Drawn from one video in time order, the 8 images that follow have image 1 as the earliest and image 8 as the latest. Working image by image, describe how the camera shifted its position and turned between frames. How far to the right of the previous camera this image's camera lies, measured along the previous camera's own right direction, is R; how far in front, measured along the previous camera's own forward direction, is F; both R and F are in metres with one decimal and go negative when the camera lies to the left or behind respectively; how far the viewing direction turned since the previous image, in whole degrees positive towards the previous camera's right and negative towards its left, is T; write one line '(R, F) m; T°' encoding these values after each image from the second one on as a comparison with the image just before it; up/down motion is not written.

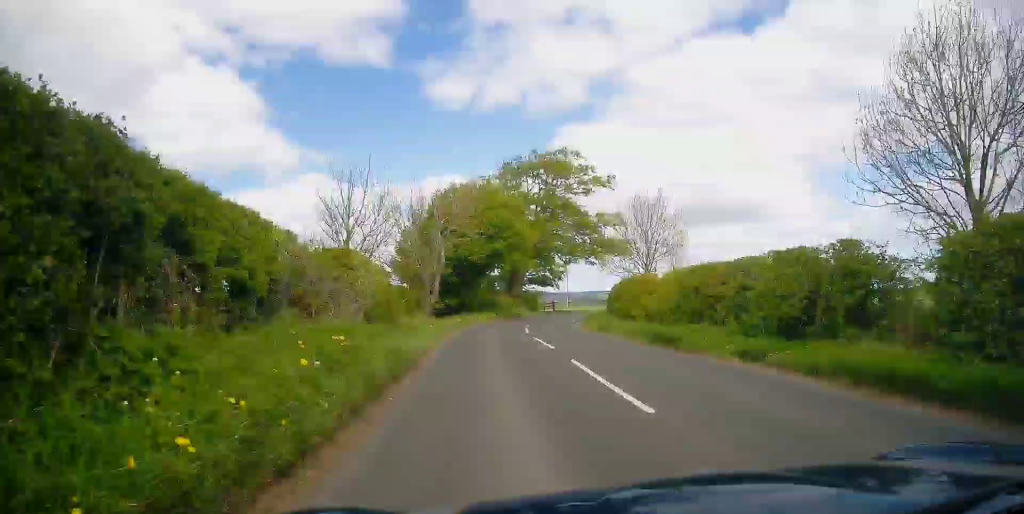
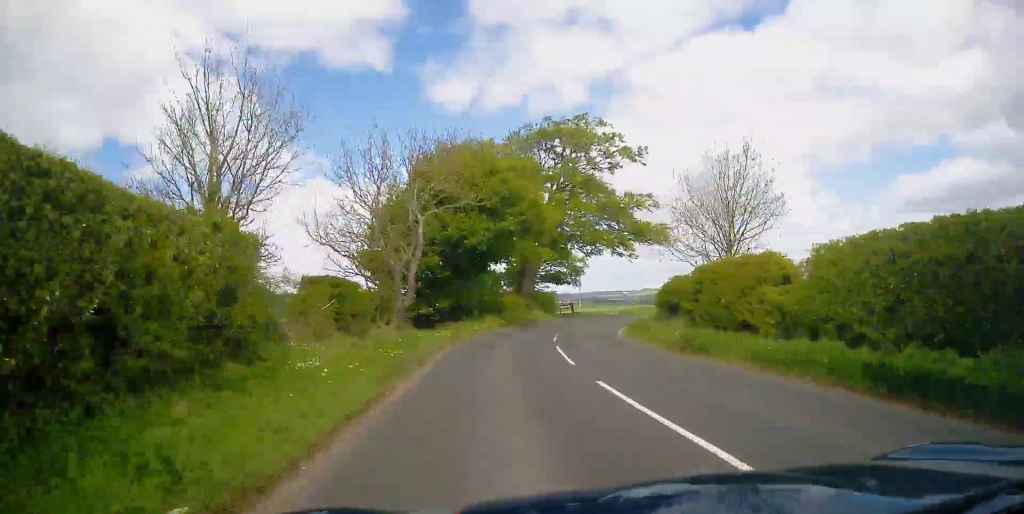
(0.0, +11.8) m; 0°
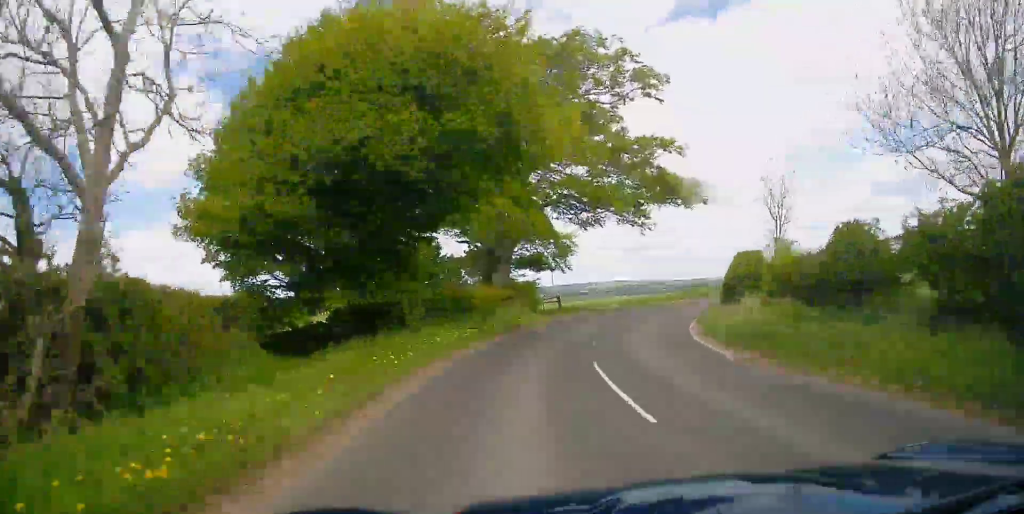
(-0.1, +16.0) m; 0°
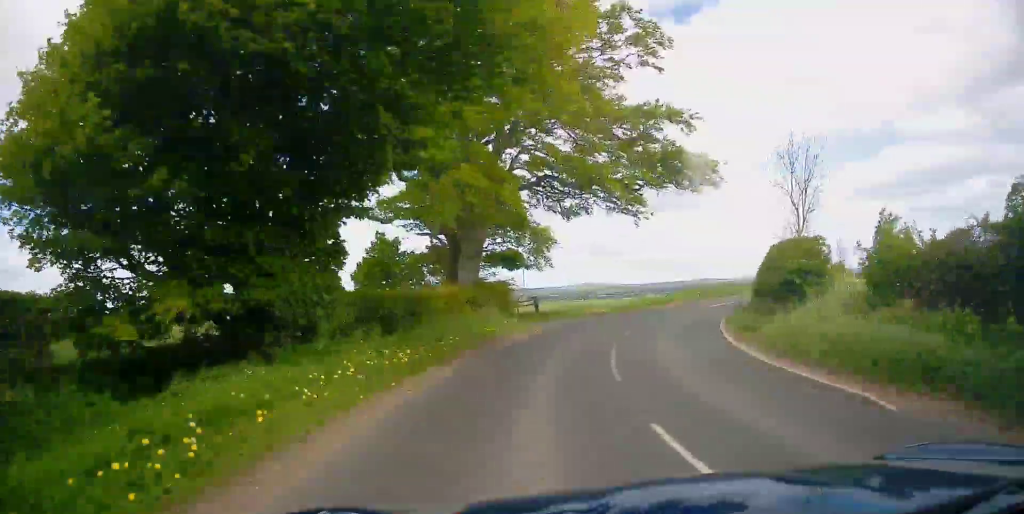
(0.0, +6.1) m; 0°
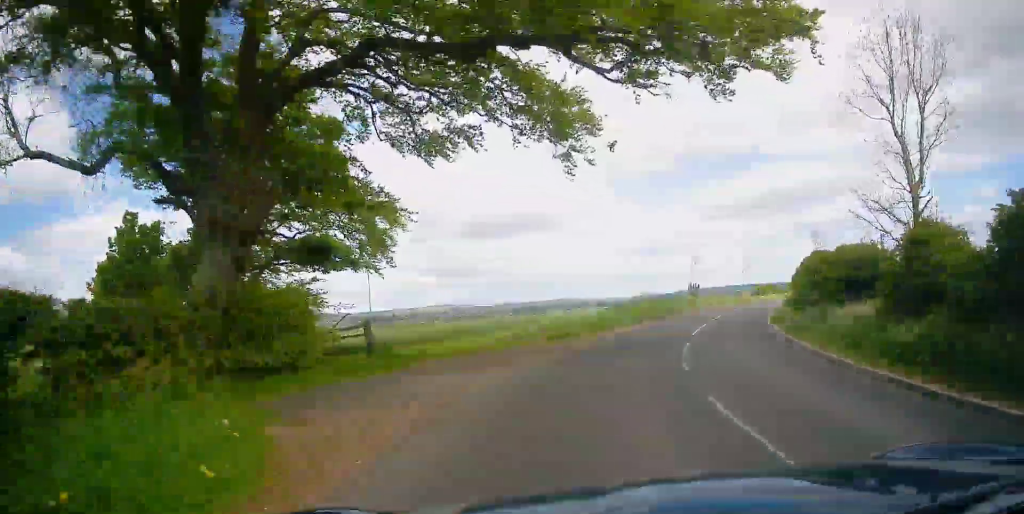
(+0.4, +16.9) m; +7°
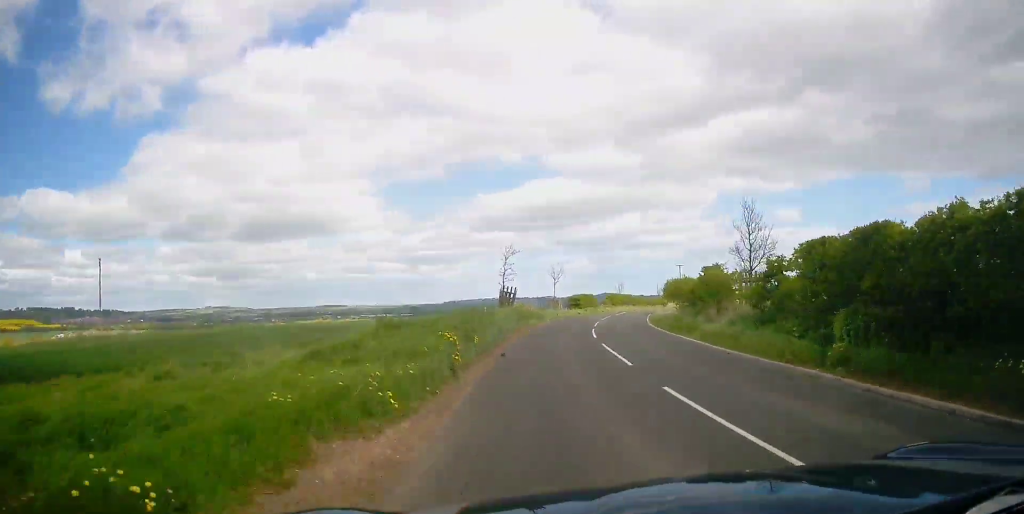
(+1.9, +17.6) m; +13°
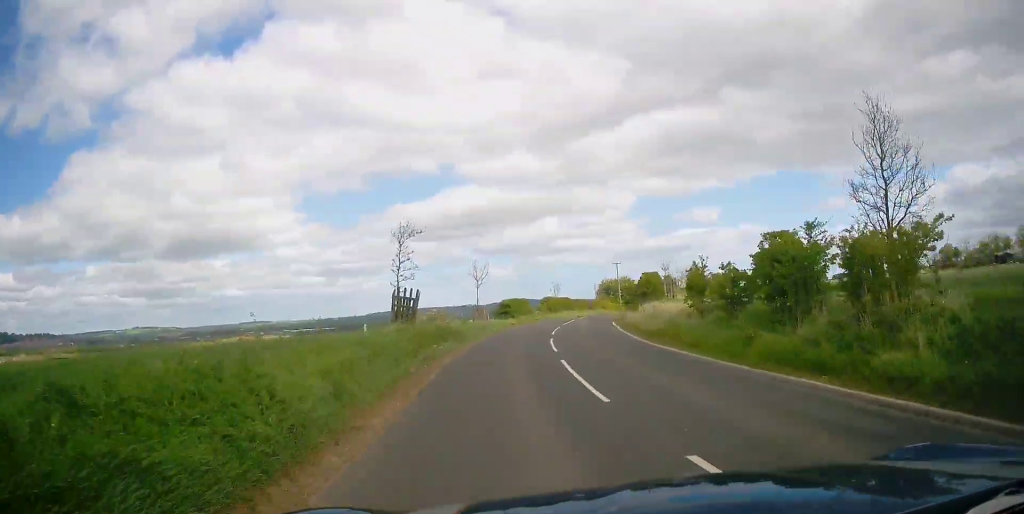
(+1.2, +13.3) m; +12°
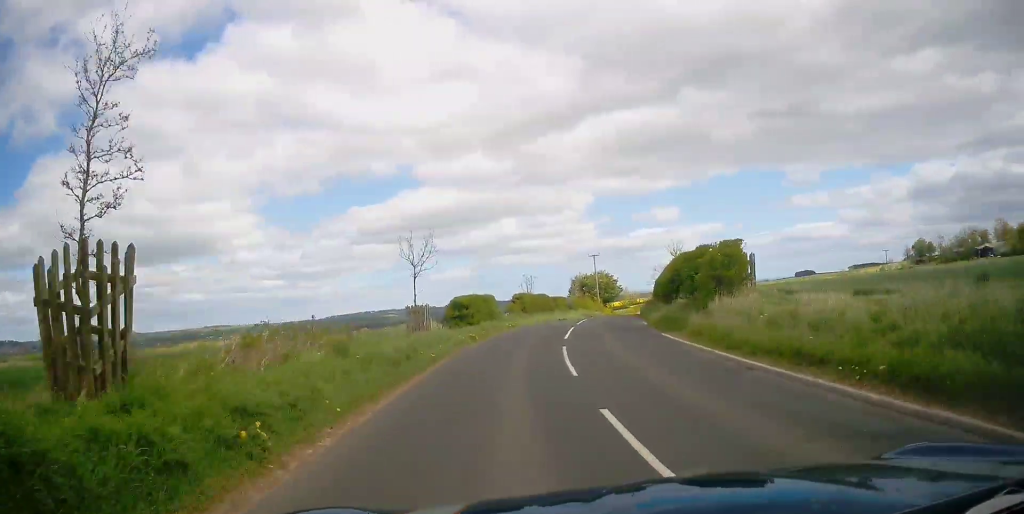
(+1.9, +15.3) m; +12°
